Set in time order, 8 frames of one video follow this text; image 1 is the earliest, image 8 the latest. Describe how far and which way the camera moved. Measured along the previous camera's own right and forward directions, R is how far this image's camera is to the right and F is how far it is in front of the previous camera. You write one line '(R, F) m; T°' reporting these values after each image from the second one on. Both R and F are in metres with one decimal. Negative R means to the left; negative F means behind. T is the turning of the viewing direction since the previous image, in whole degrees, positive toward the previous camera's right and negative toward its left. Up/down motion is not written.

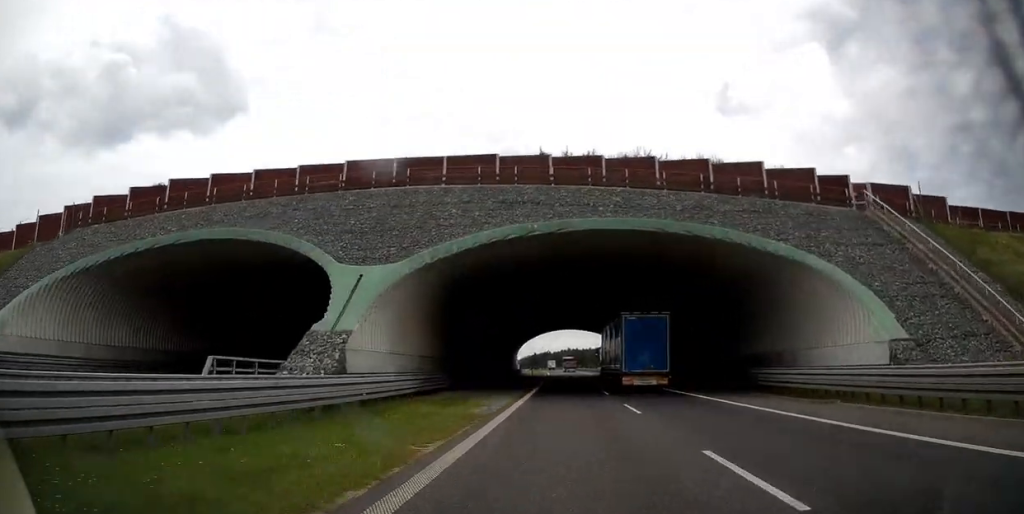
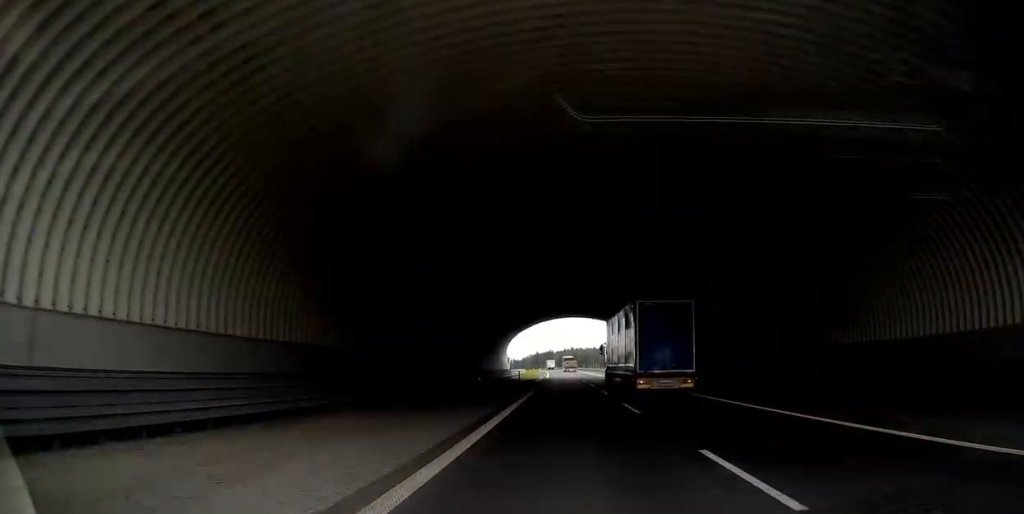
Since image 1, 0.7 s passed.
(0.0, +24.1) m; 0°
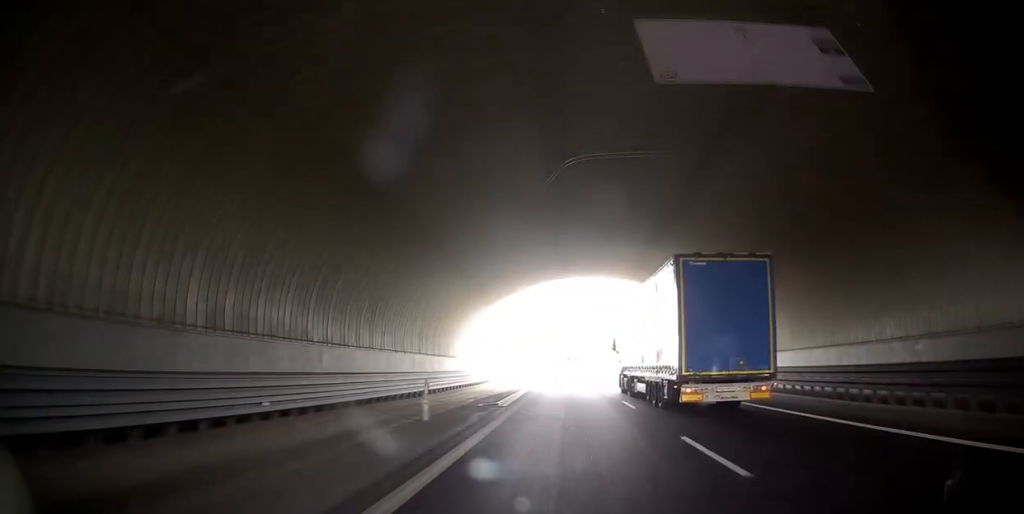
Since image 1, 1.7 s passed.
(0.0, +34.4) m; 0°
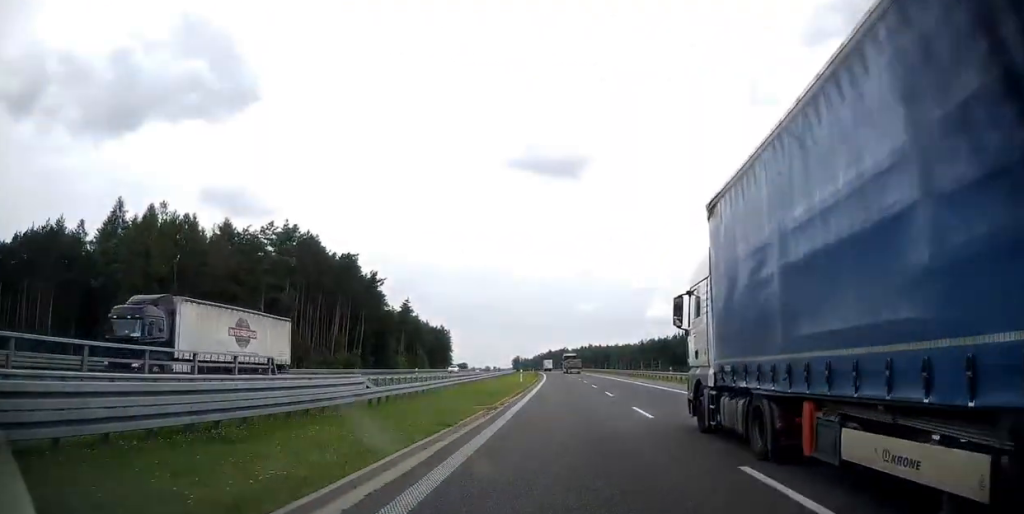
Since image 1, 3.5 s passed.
(0.0, +63.4) m; 0°
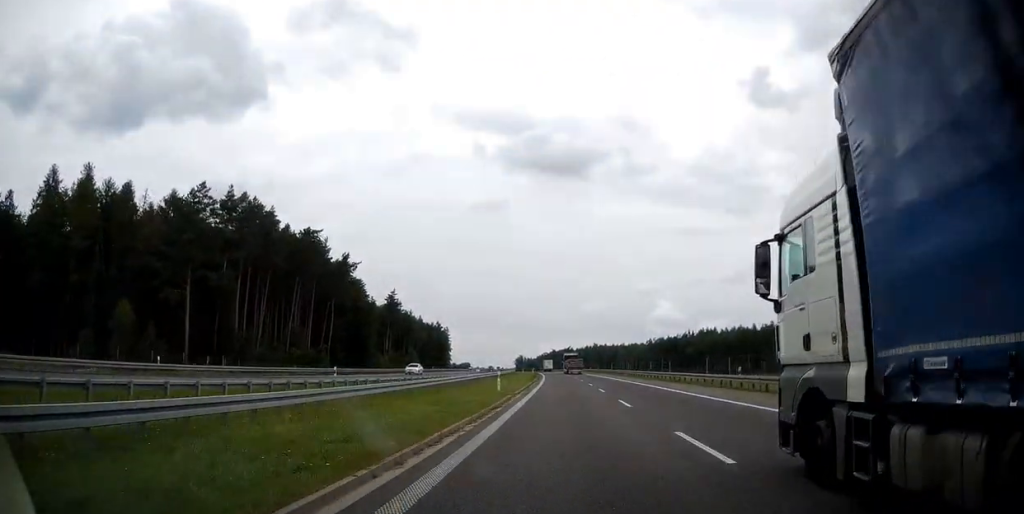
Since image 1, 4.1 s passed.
(-0.1, +19.7) m; 0°
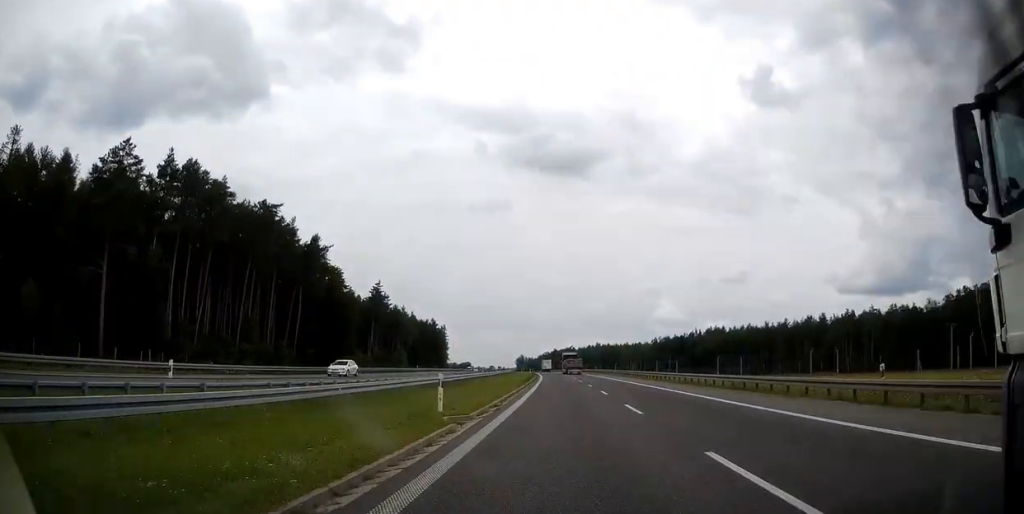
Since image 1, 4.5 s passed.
(0.0, +15.1) m; 0°
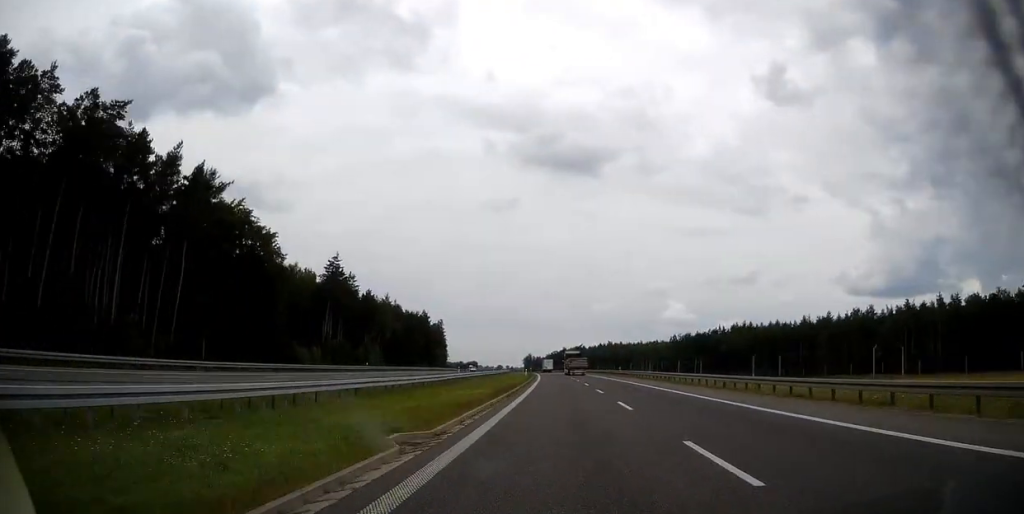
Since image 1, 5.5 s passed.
(-0.4, +34.8) m; -1°
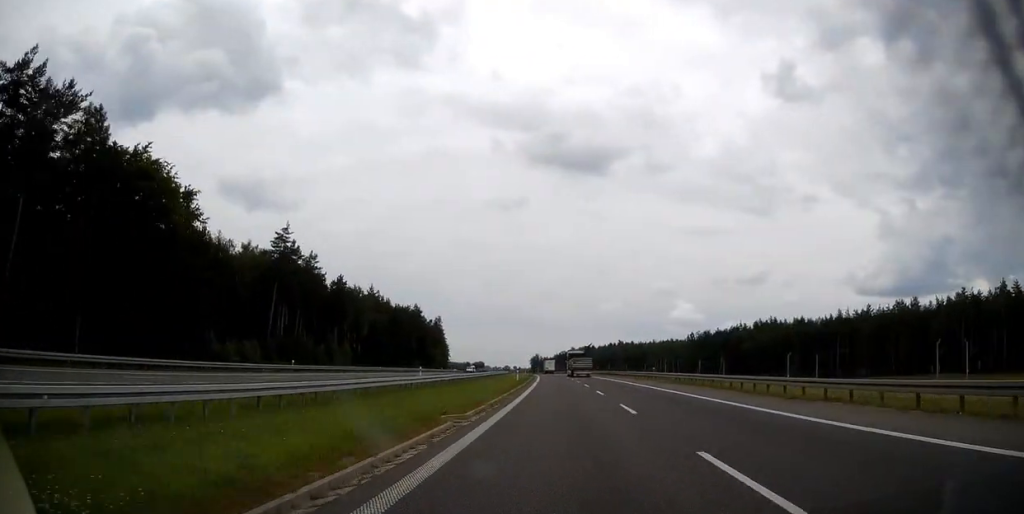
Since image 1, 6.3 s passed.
(-0.2, +25.6) m; -1°
